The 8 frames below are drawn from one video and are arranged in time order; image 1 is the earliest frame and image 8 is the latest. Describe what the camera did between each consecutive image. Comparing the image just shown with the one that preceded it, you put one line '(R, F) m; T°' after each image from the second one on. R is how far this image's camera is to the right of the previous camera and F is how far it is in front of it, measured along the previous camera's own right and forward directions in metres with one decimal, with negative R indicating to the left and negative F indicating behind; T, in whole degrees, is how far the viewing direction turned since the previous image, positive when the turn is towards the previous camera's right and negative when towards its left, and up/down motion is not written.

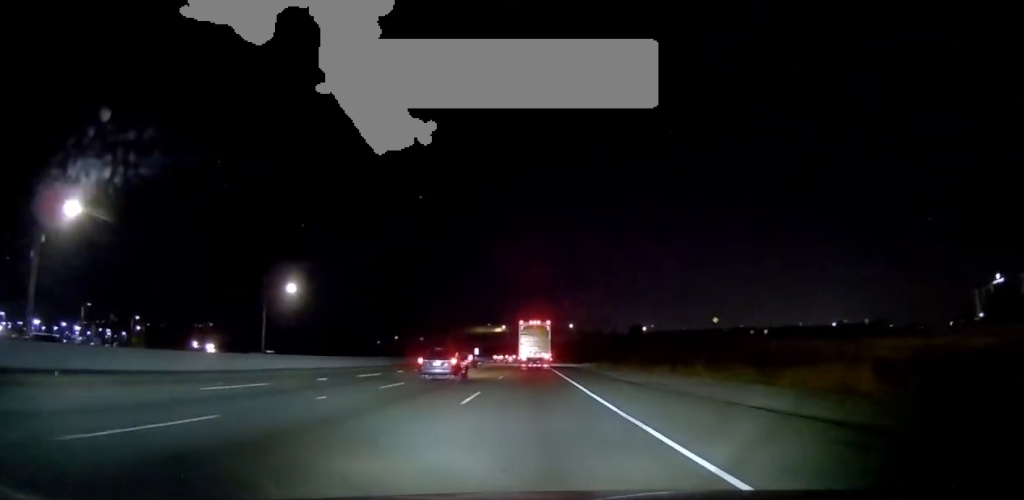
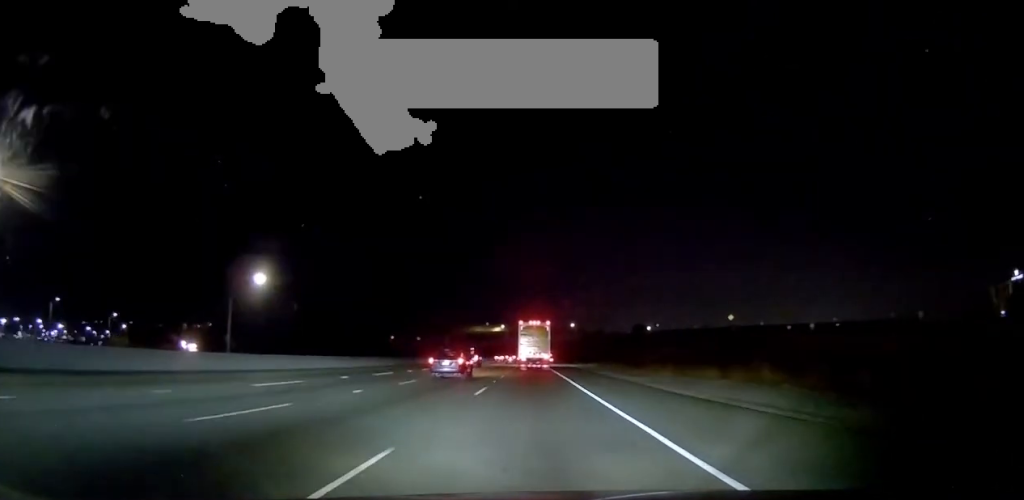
(0.0, +11.4) m; 0°
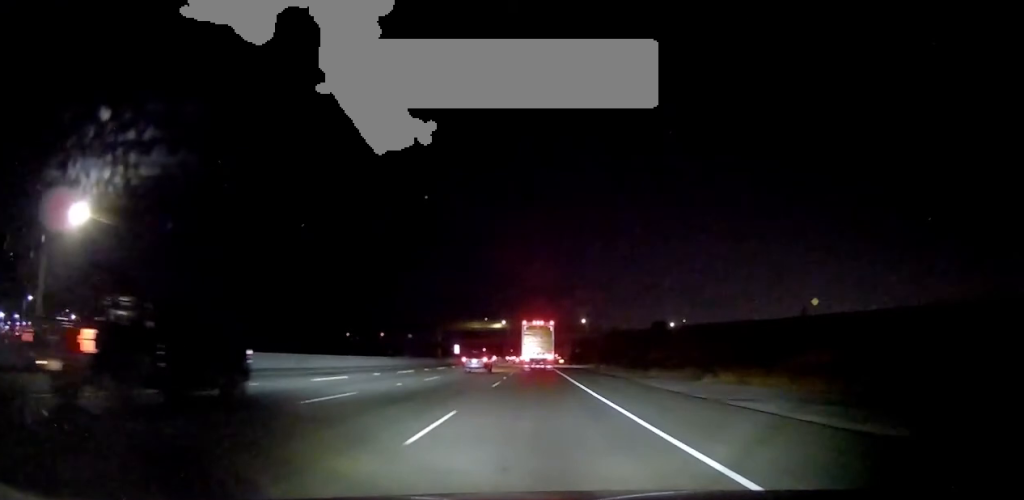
(0.0, +39.9) m; -1°
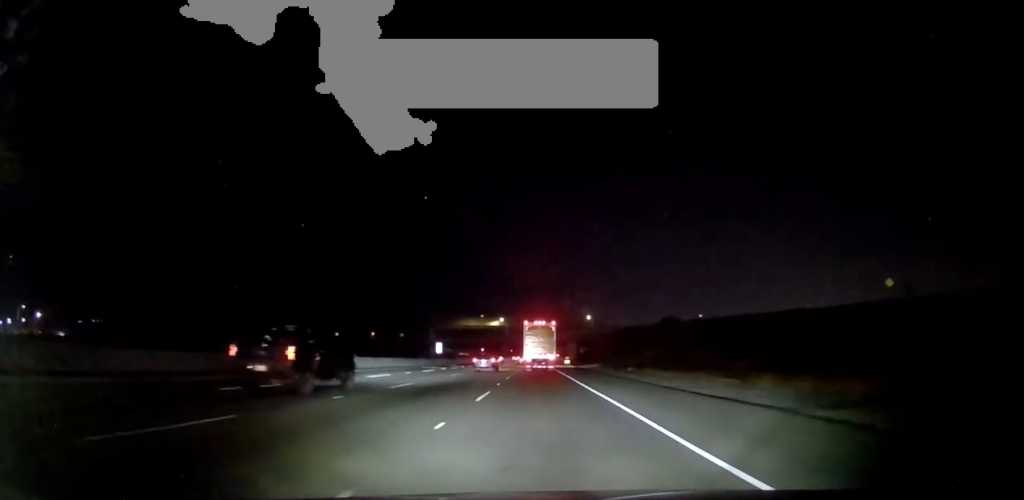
(-0.1, +21.9) m; 0°
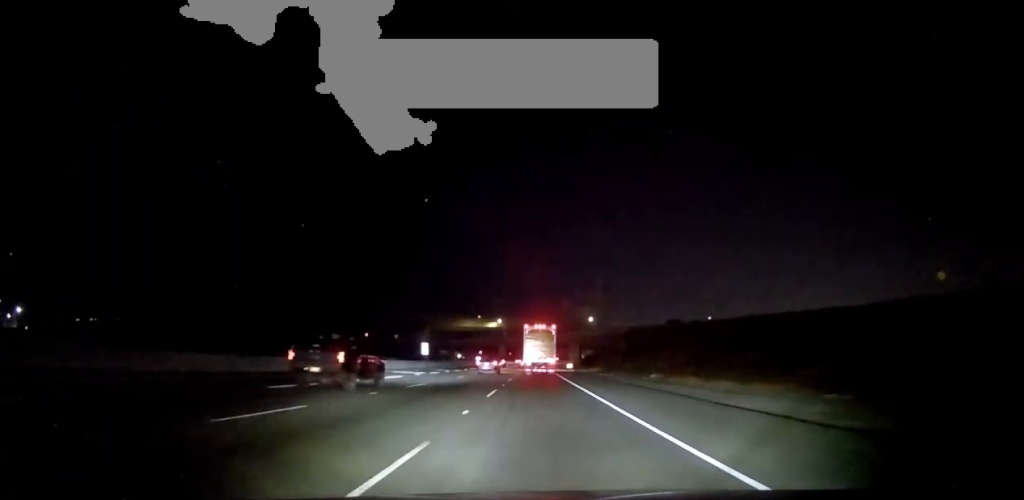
(0.0, +11.4) m; 0°
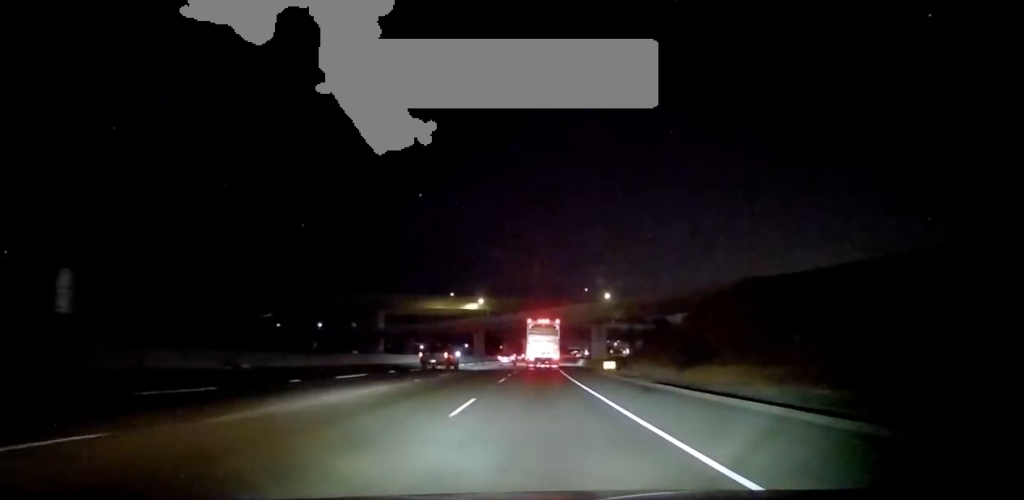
(0.0, +64.7) m; +1°
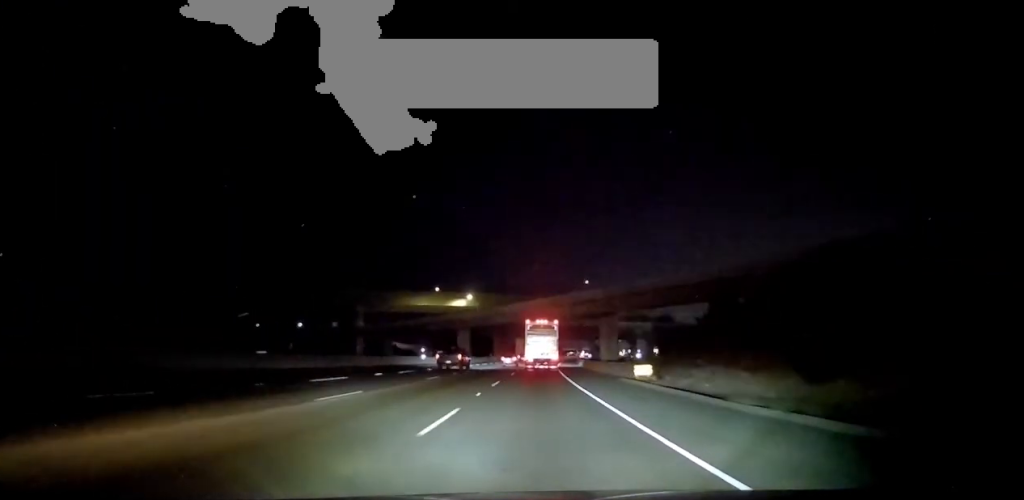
(+0.3, +16.9) m; 0°
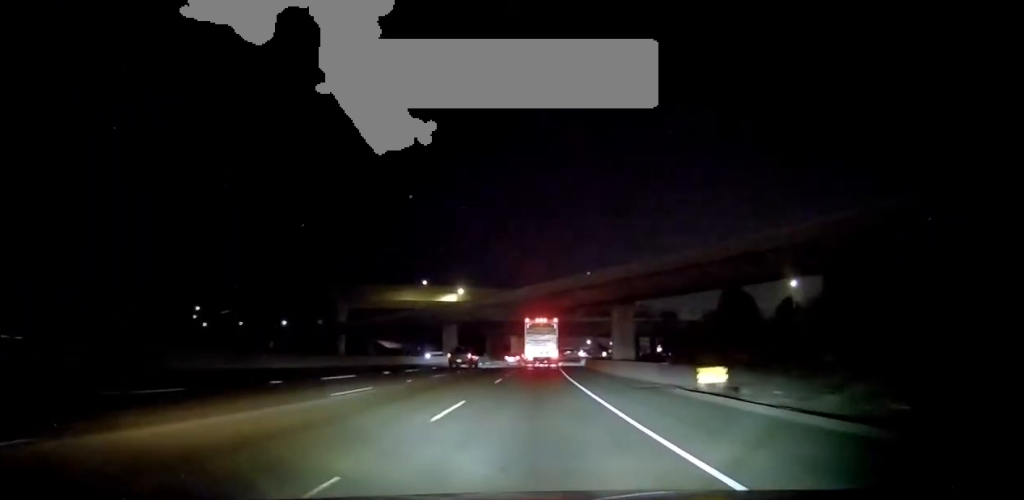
(+0.2, +12.9) m; 0°
